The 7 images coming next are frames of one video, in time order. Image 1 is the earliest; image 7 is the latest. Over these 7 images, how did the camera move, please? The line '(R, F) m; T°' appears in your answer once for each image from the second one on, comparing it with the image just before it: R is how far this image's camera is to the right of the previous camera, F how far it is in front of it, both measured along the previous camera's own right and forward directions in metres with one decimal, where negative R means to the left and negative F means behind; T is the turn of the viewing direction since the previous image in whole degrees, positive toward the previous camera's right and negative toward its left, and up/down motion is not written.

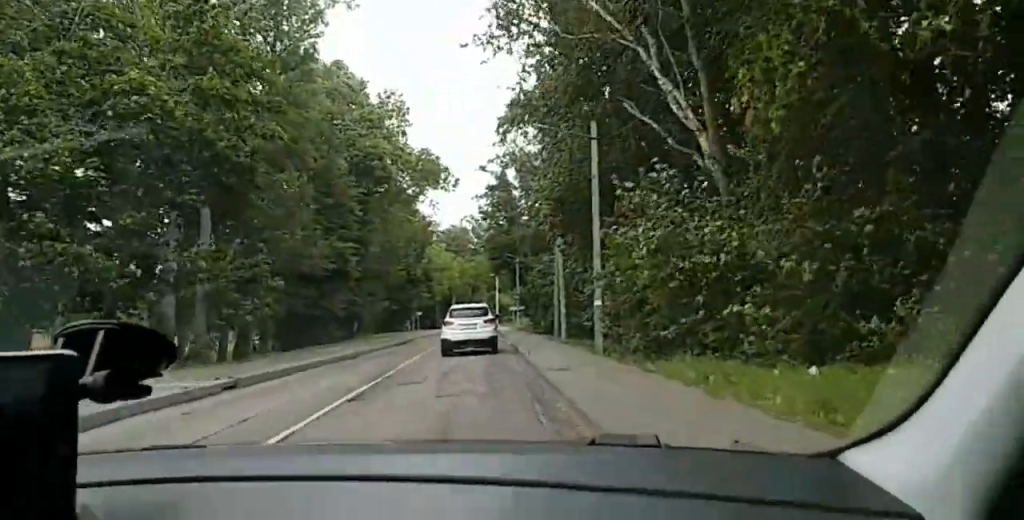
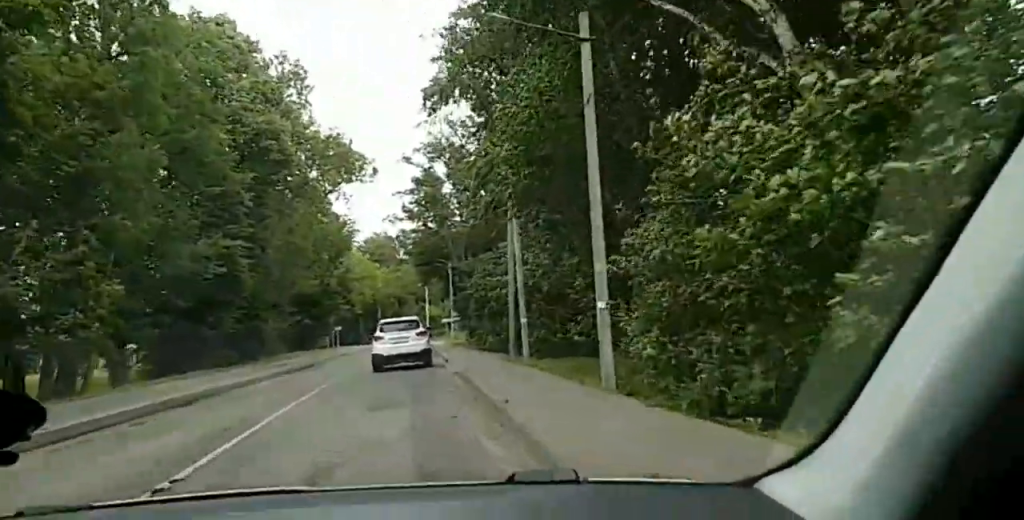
(0.0, +10.0) m; 0°
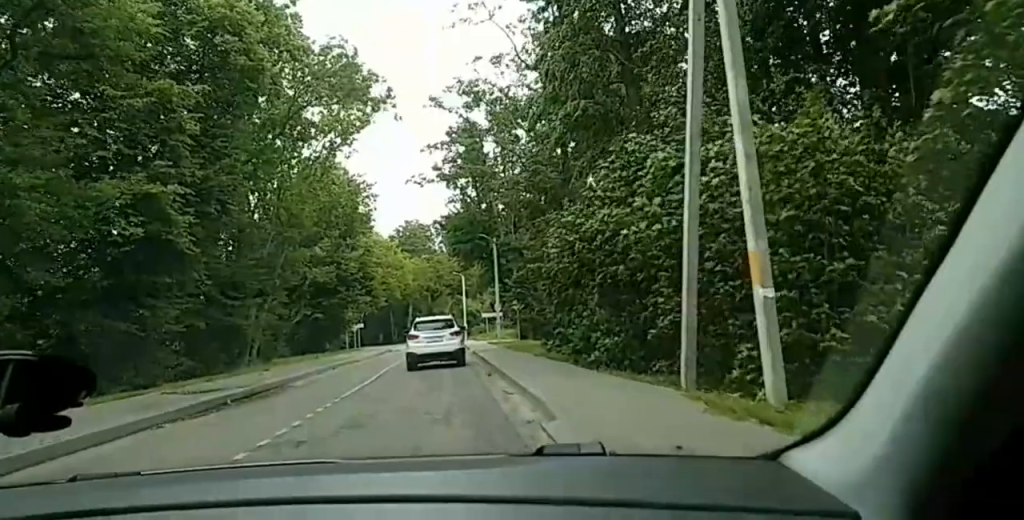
(0.0, +17.4) m; 0°
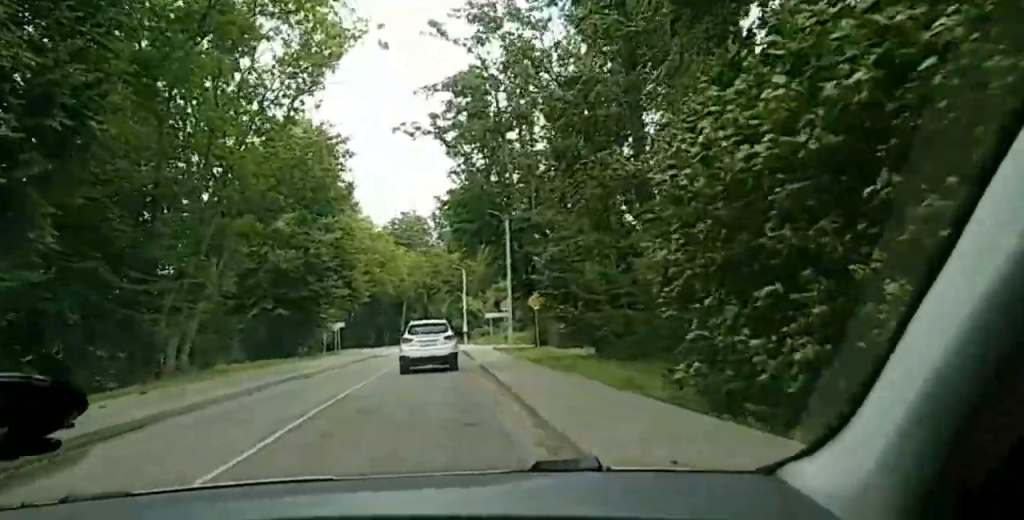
(0.0, +12.9) m; 0°
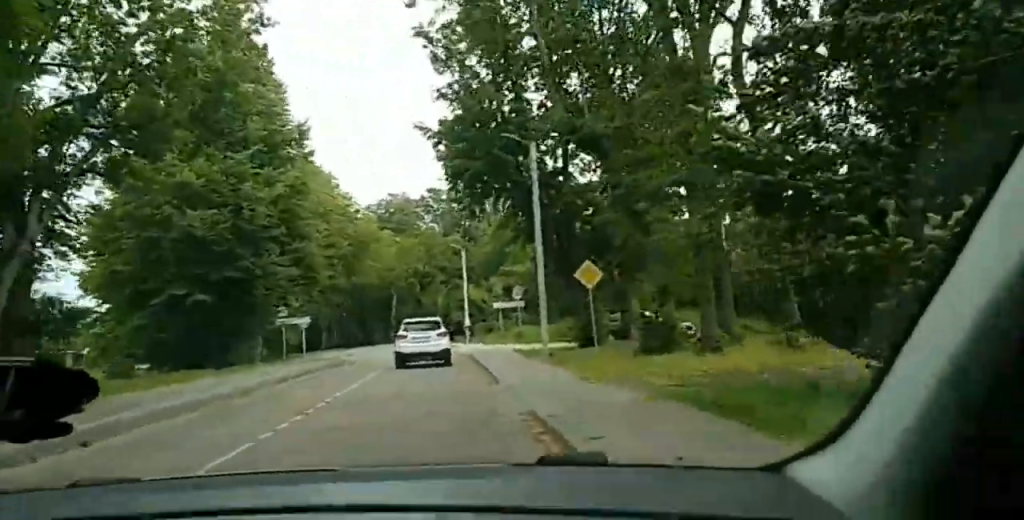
(0.0, +17.1) m; 0°
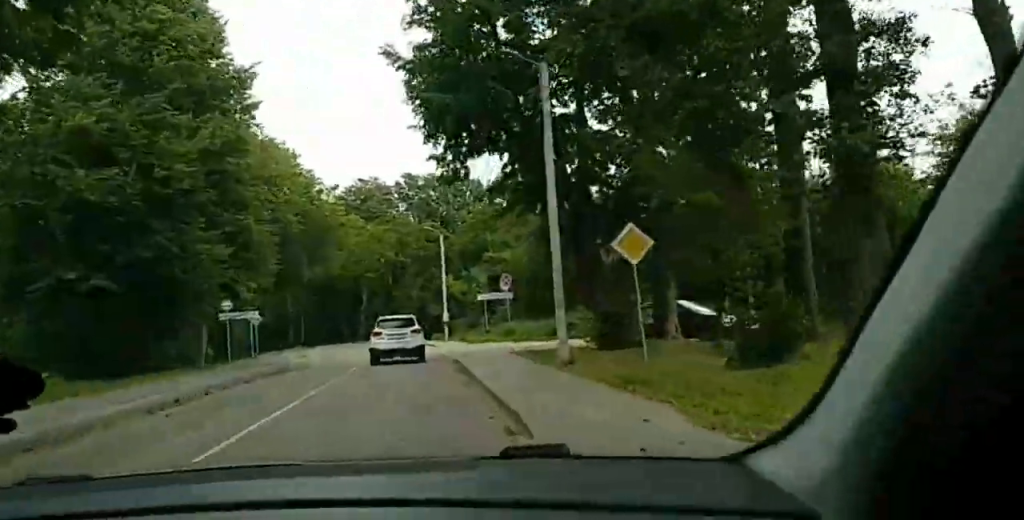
(0.0, +8.5) m; 0°
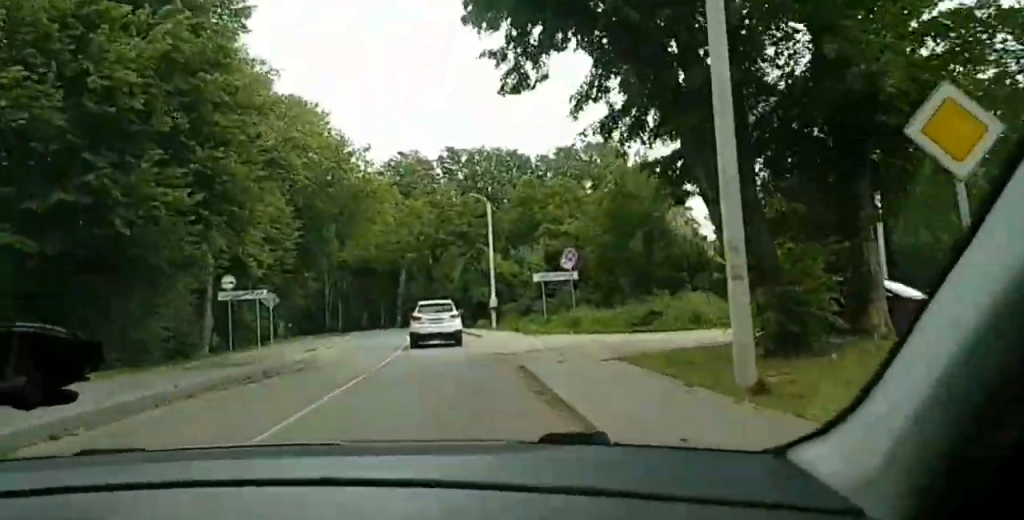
(0.0, +9.7) m; 0°
